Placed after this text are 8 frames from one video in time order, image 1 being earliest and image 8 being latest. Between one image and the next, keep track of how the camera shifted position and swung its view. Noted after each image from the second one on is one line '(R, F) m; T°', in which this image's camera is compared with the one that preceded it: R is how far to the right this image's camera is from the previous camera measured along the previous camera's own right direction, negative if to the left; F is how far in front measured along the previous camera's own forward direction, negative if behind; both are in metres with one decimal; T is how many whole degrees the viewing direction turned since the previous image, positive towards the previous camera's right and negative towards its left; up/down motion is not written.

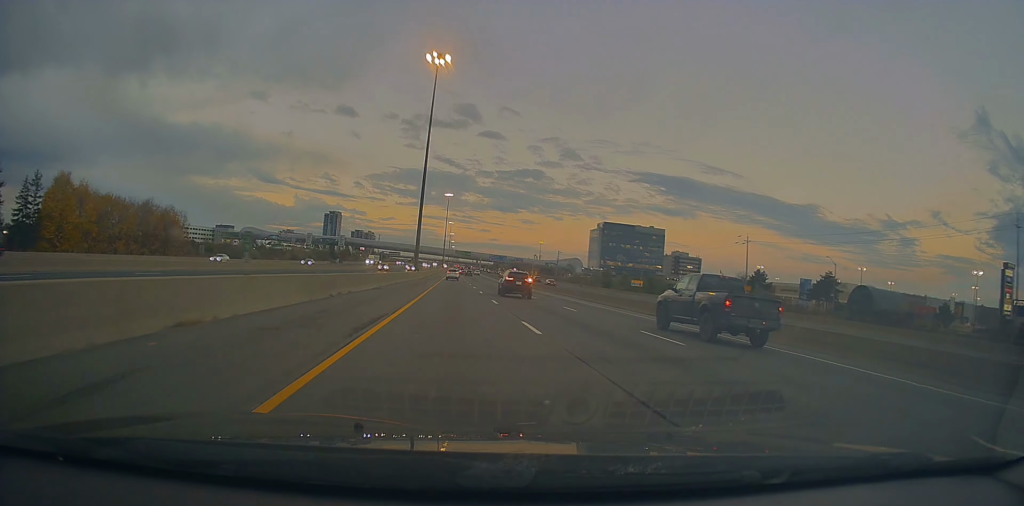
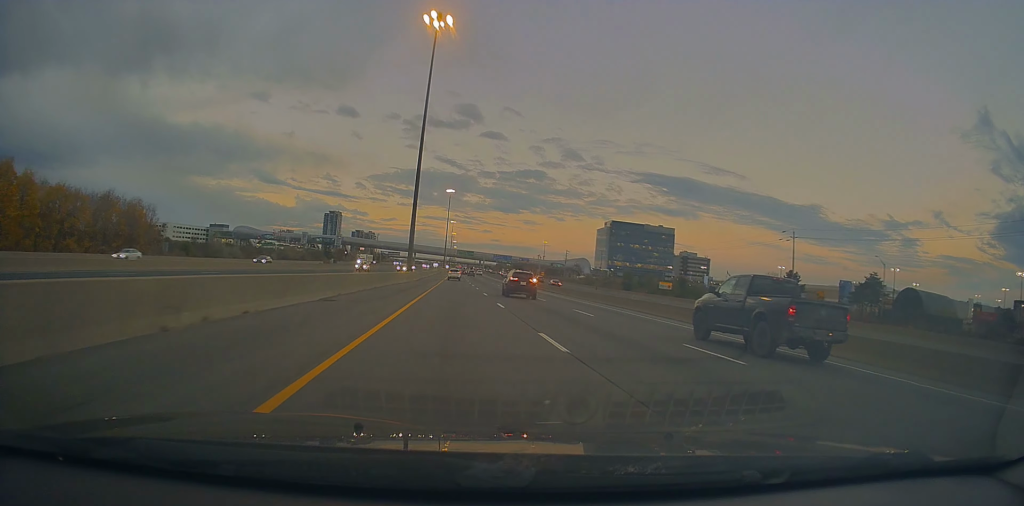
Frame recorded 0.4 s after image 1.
(-0.1, +15.4) m; 0°
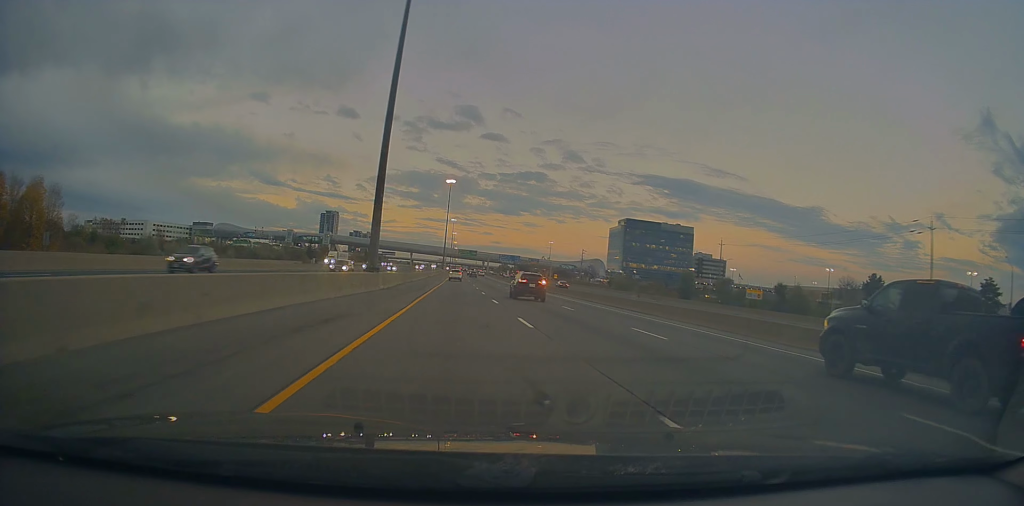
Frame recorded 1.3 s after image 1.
(+0.2, +32.3) m; 0°
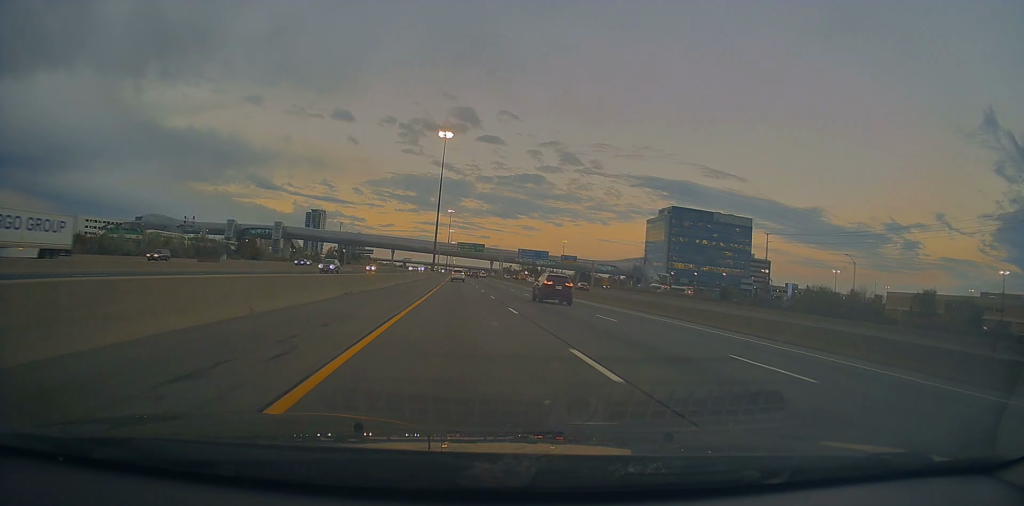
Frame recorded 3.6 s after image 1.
(-0.9, +80.6) m; 0°
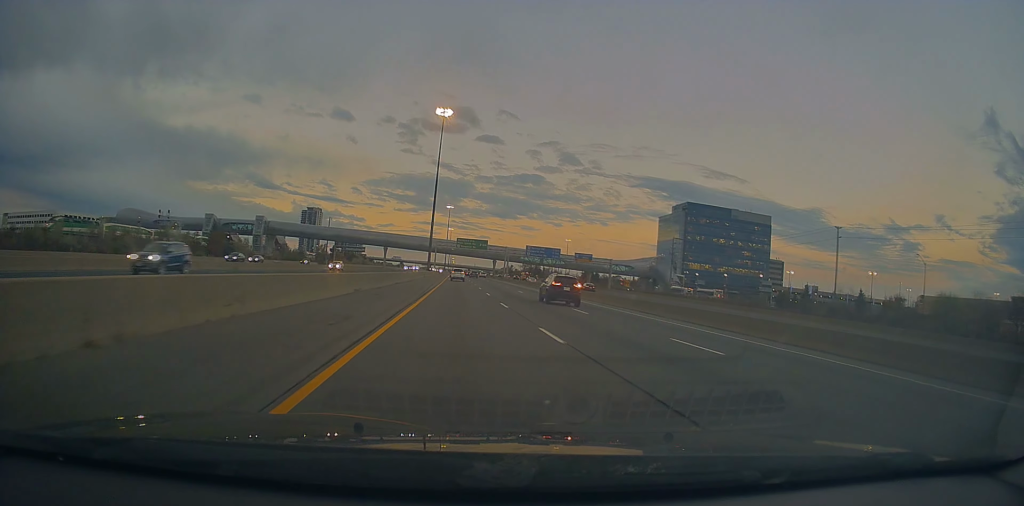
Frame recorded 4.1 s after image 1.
(+0.1, +20.5) m; 0°
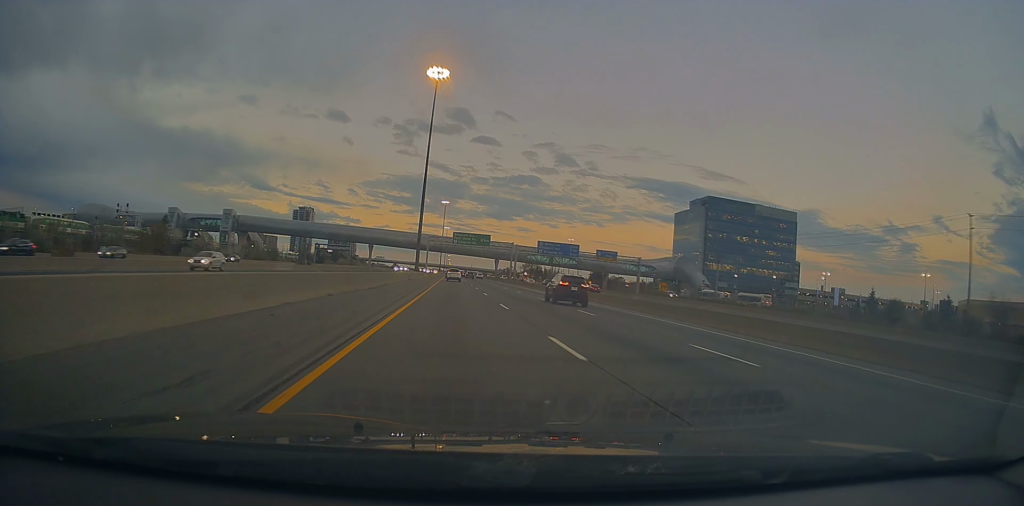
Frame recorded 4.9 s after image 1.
(0.0, +26.6) m; 0°
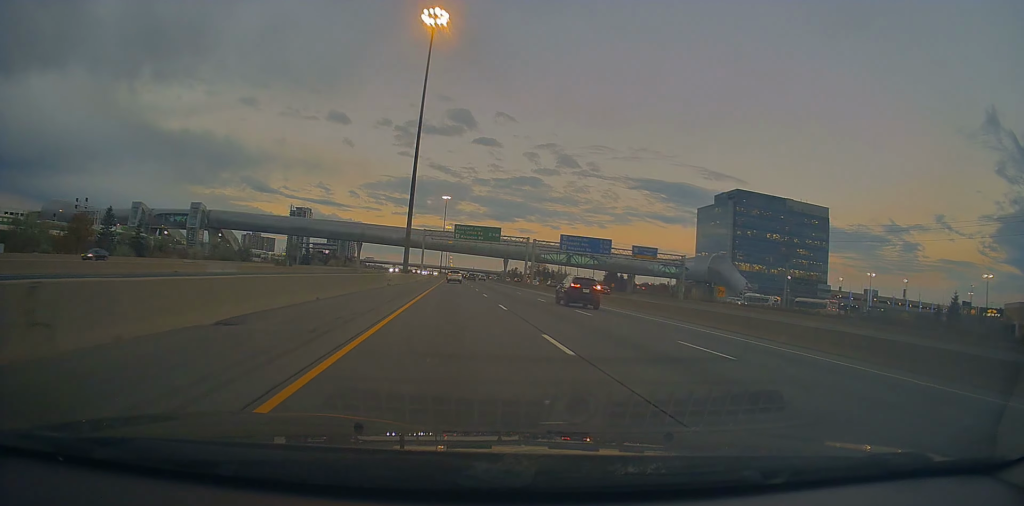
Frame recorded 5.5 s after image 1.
(0.0, +24.2) m; 0°
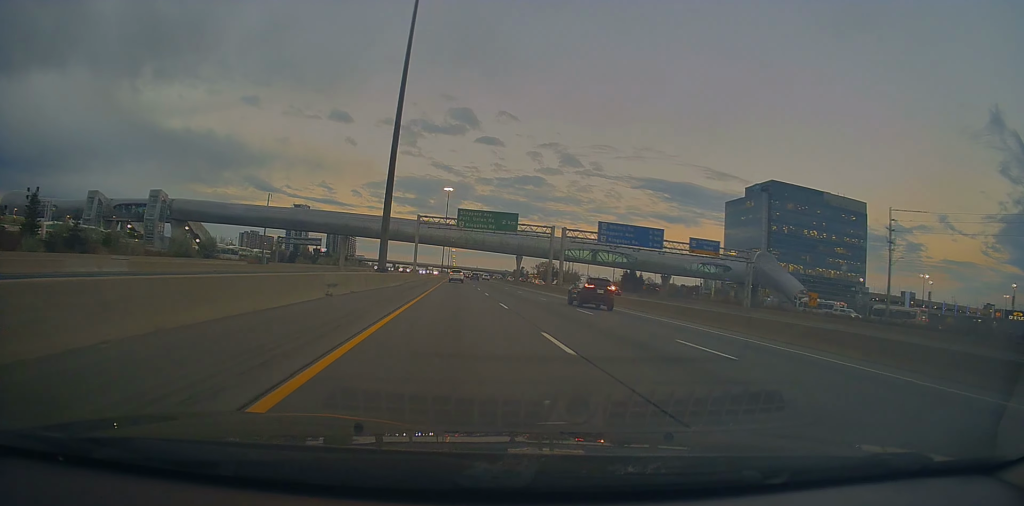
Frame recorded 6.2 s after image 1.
(+0.2, +24.1) m; 0°
